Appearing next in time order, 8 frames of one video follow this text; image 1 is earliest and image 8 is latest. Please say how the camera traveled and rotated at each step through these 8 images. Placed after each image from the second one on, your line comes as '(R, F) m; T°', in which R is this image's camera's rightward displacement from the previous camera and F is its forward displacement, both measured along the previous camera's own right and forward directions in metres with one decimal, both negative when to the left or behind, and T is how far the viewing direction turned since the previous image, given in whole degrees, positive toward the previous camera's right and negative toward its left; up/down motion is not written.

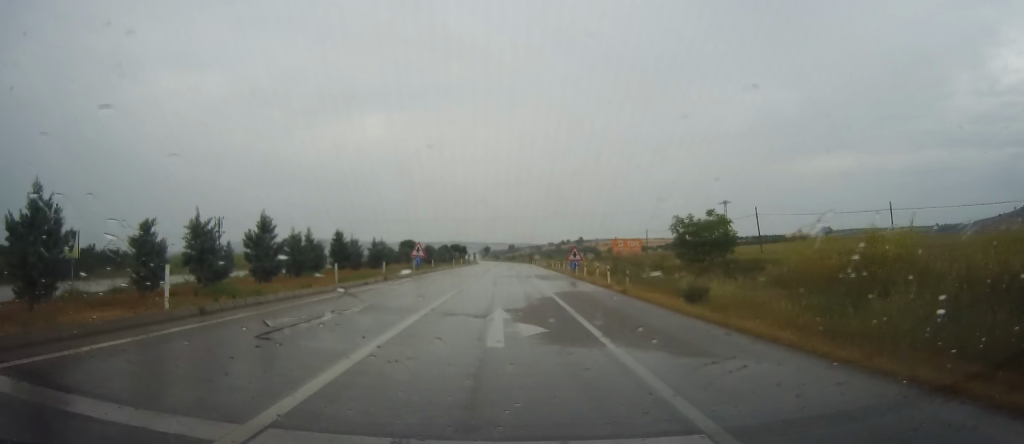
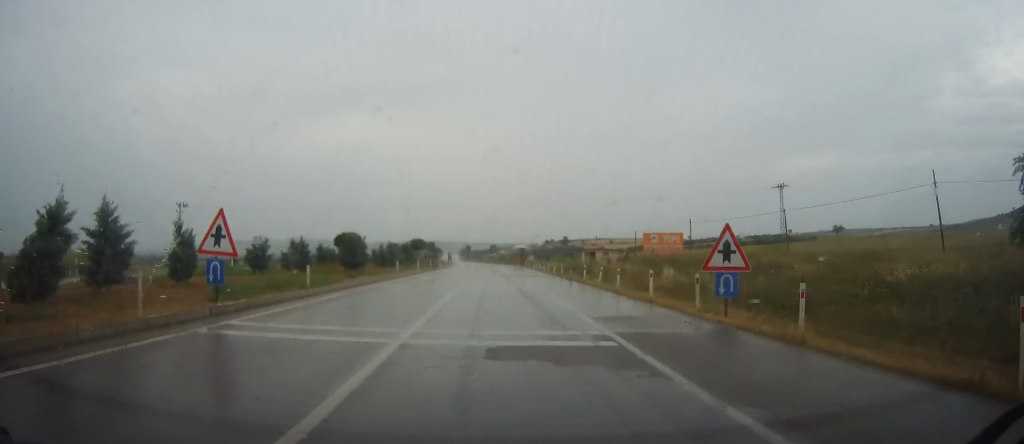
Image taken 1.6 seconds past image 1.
(-0.1, +37.0) m; 0°
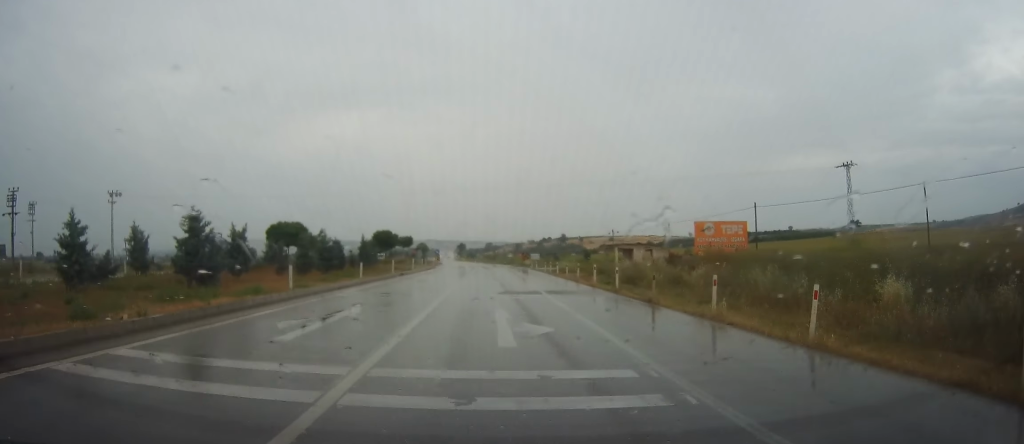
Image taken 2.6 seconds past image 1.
(-0.1, +22.9) m; +1°
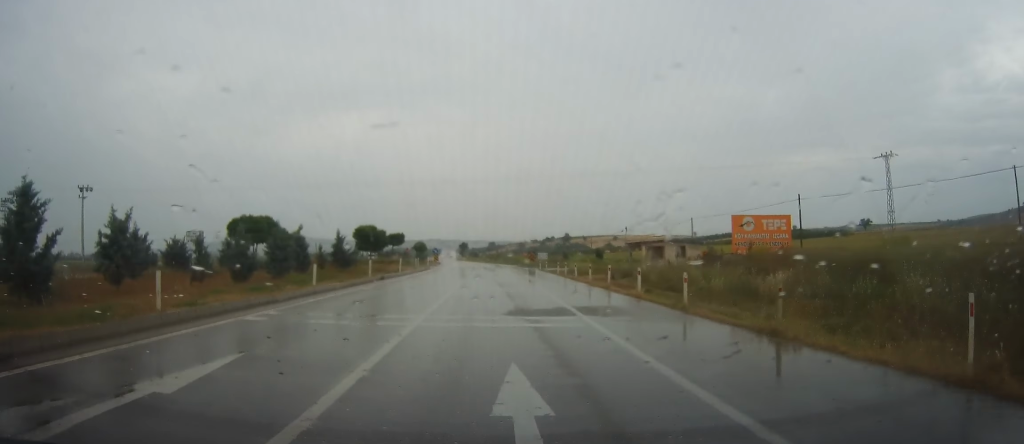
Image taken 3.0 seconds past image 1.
(+0.1, +9.1) m; +1°
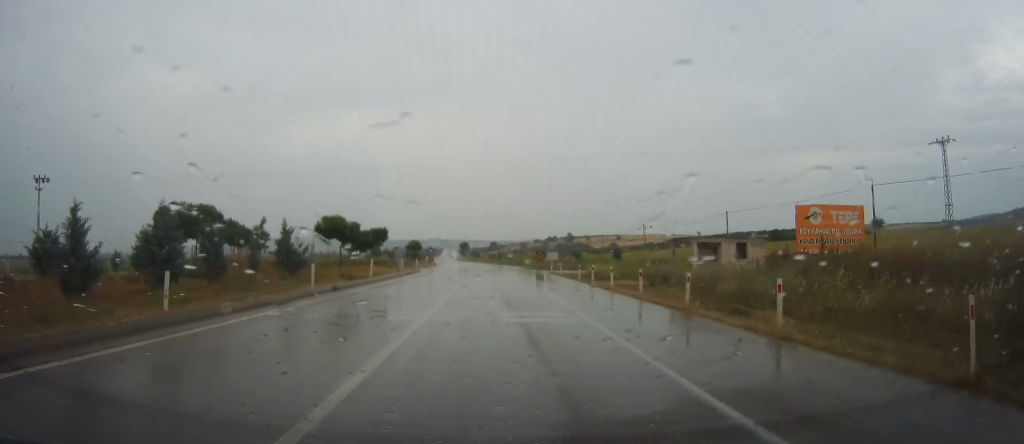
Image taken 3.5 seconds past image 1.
(+0.1, +11.3) m; 0°
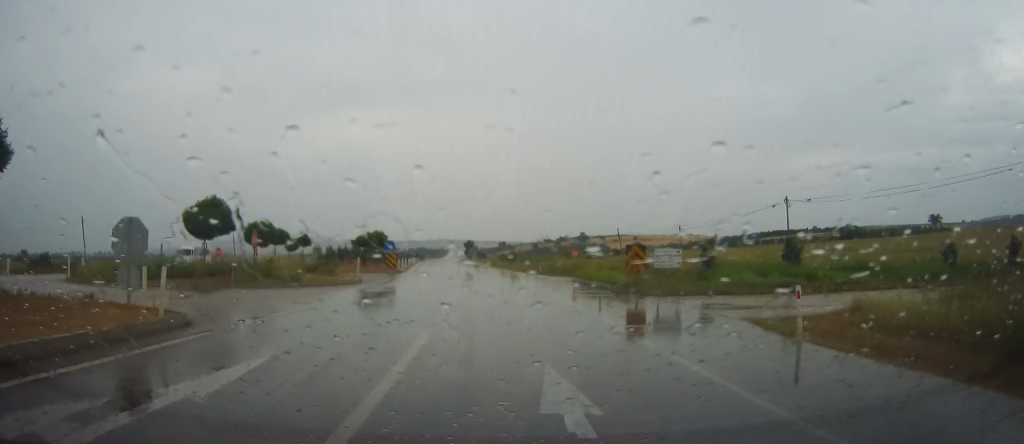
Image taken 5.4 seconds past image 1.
(-0.1, +44.6) m; -1°
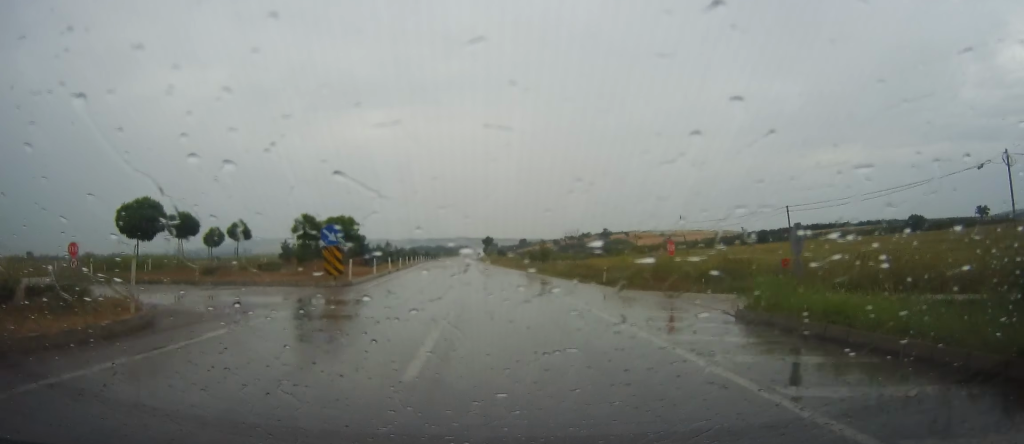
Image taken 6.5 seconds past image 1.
(-0.2, +23.8) m; 0°
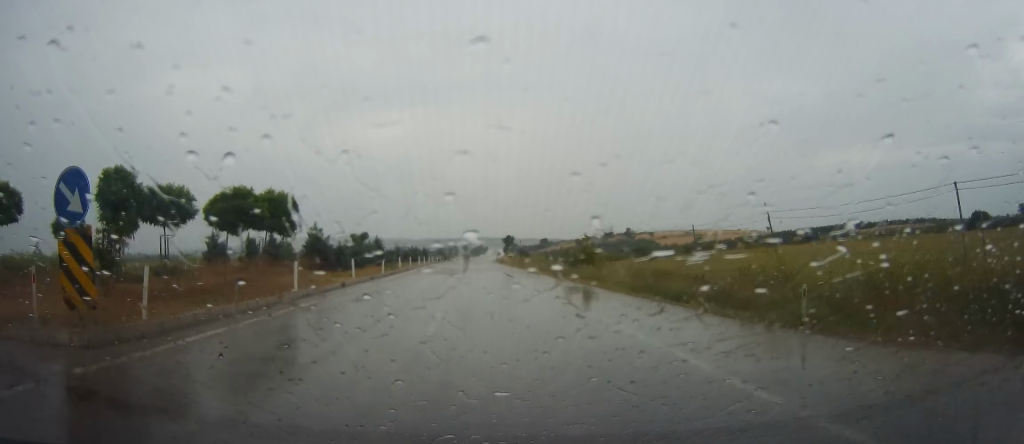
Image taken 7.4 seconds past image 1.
(+0.2, +20.1) m; 0°
